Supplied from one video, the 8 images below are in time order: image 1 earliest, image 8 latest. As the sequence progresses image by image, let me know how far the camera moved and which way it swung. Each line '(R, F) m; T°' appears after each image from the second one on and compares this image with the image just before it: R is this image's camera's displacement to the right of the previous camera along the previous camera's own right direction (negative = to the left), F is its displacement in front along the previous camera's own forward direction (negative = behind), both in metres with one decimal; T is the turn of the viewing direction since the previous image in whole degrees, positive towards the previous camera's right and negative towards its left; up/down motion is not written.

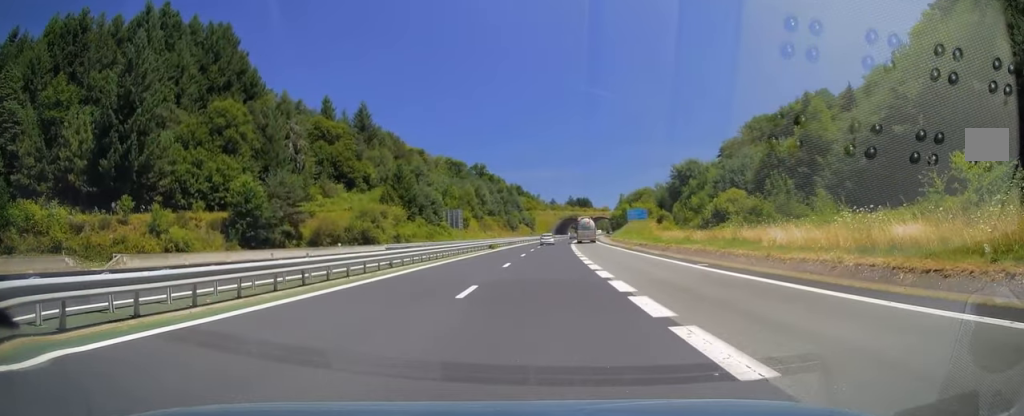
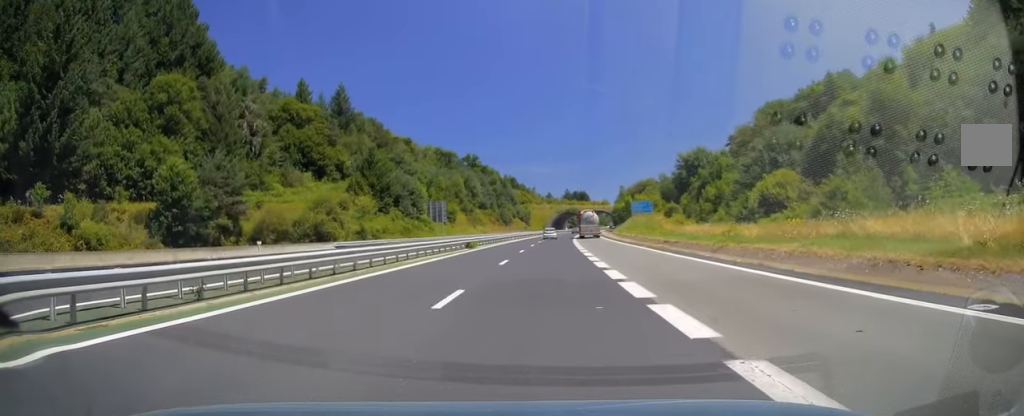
(0.0, +15.6) m; +1°
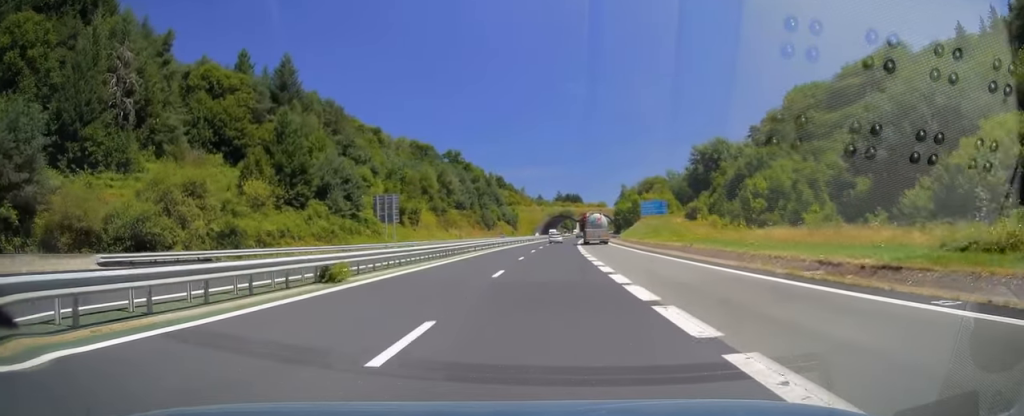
(+0.5, +30.4) m; +1°
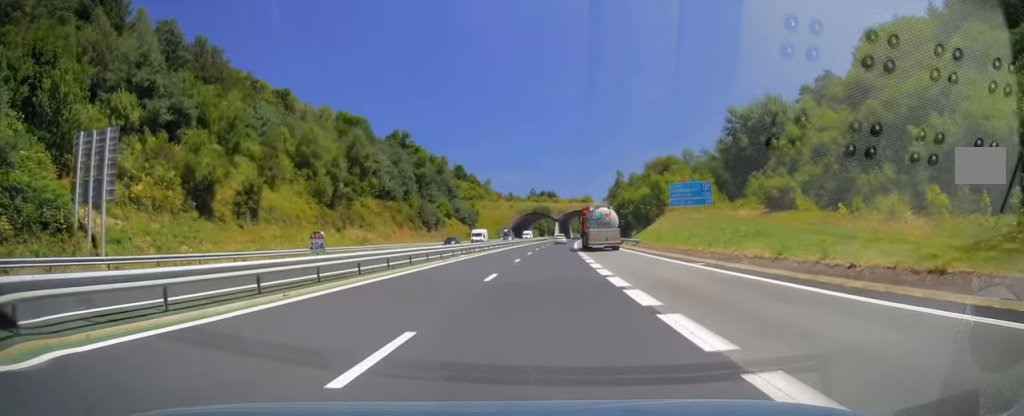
(+0.1, +52.8) m; +1°
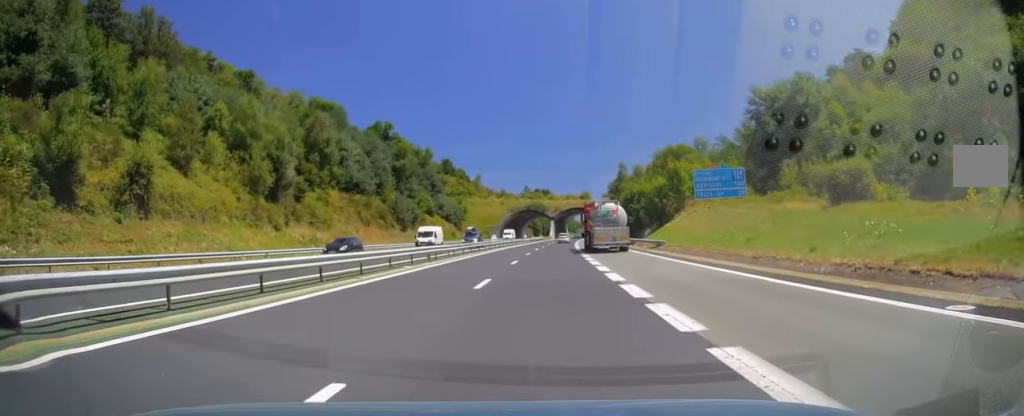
(+0.2, +15.8) m; +1°
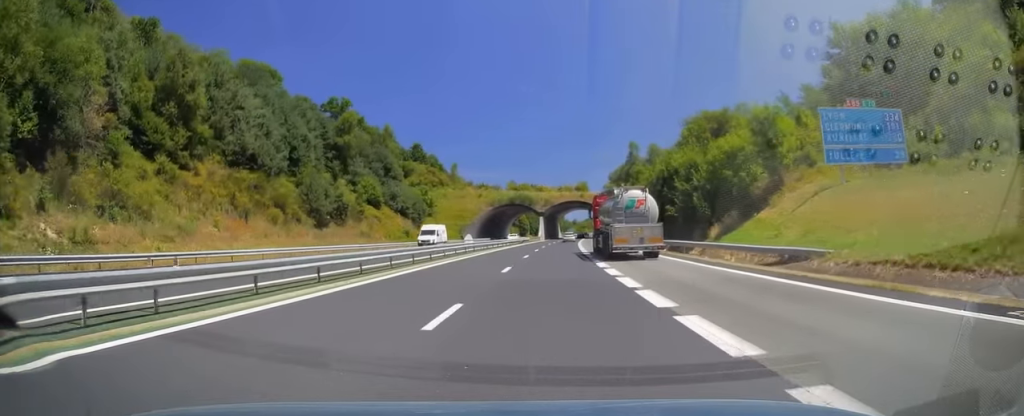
(+0.6, +32.2) m; +1°
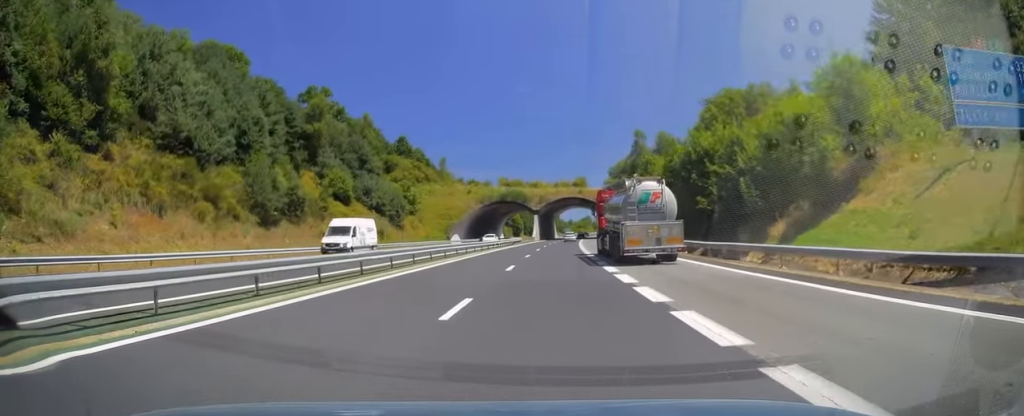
(+0.2, +12.0) m; 0°
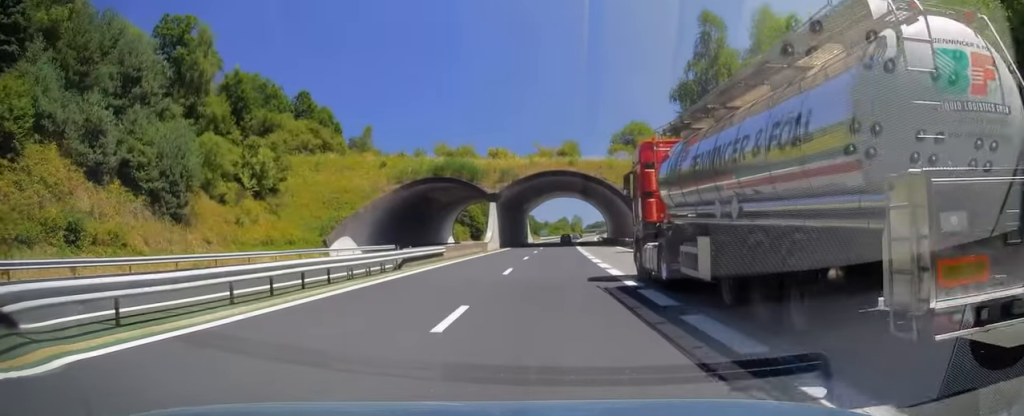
(+0.7, +52.9) m; +2°
